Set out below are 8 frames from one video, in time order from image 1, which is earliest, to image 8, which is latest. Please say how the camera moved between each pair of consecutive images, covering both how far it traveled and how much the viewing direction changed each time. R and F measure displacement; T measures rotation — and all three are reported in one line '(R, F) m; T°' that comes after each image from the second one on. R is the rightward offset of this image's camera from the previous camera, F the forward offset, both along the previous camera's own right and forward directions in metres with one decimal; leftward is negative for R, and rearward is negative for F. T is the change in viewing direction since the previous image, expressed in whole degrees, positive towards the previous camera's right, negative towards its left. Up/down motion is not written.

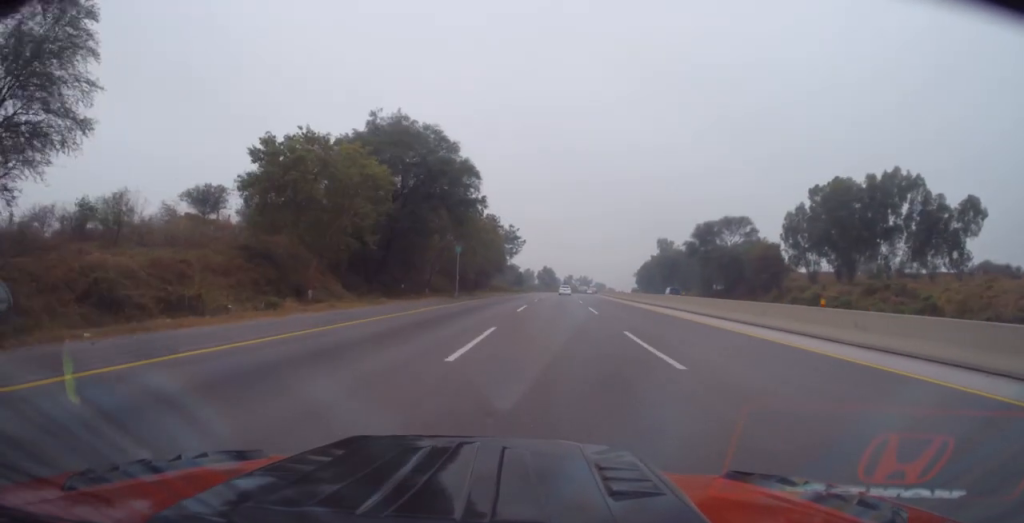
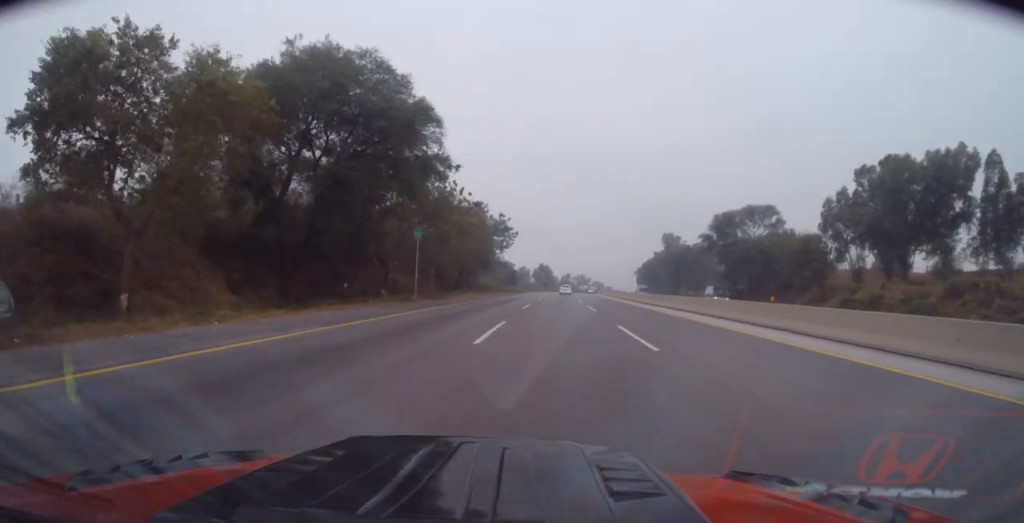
(+0.3, +15.3) m; +1°
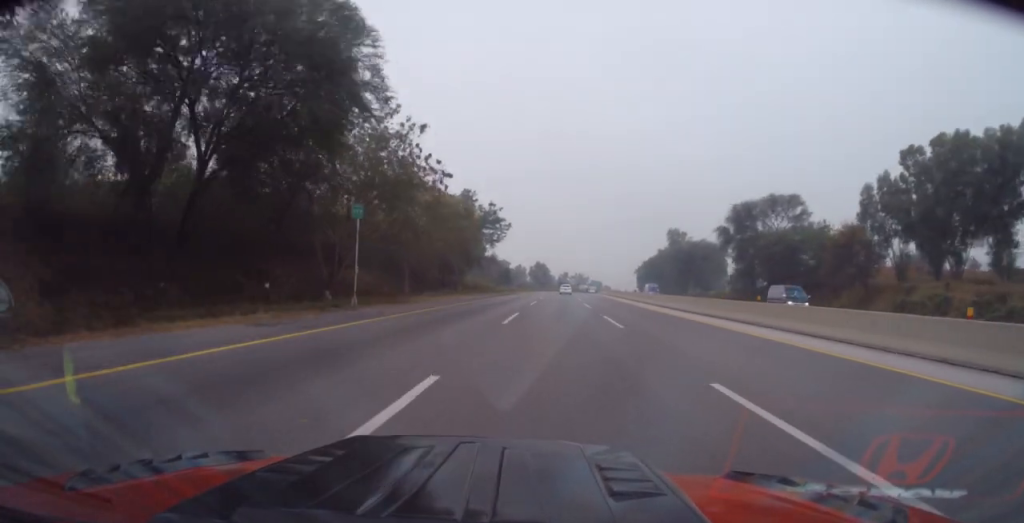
(+0.3, +11.5) m; 0°
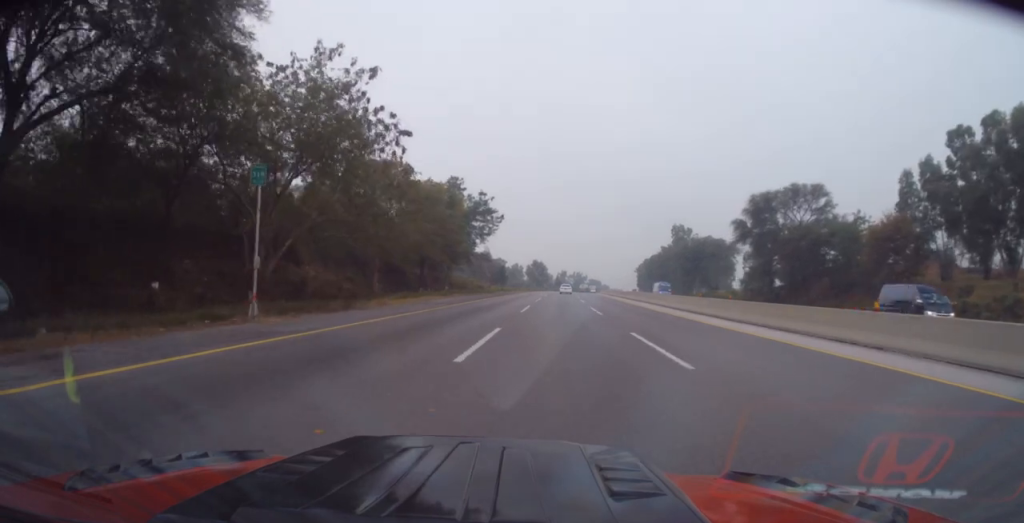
(-0.2, +9.2) m; 0°
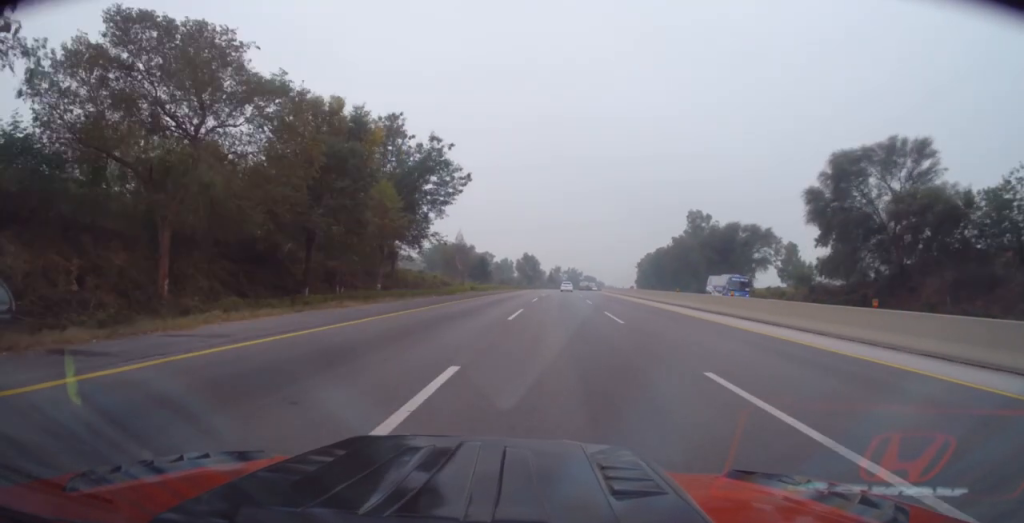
(-0.3, +26.0) m; 0°
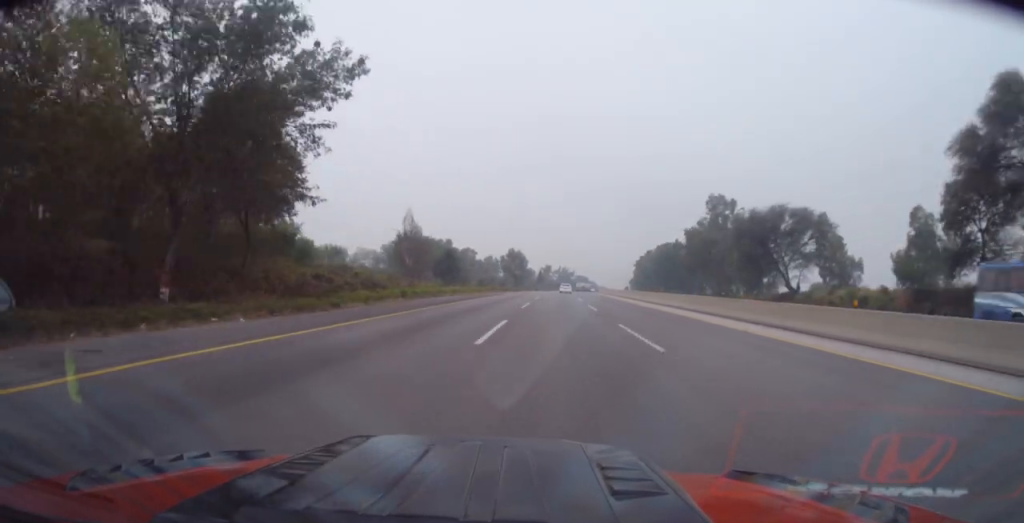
(+0.2, +25.3) m; +1°
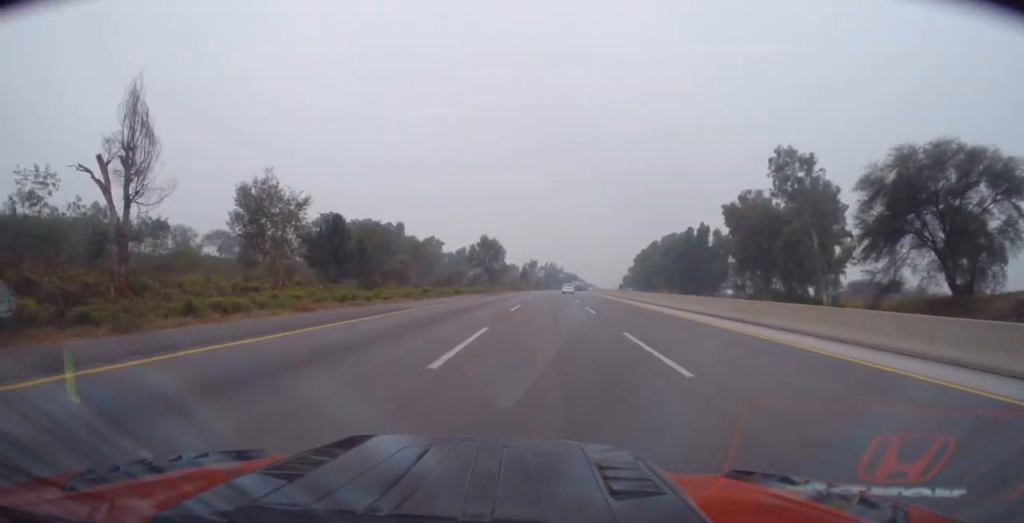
(+0.6, +39.2) m; +1°
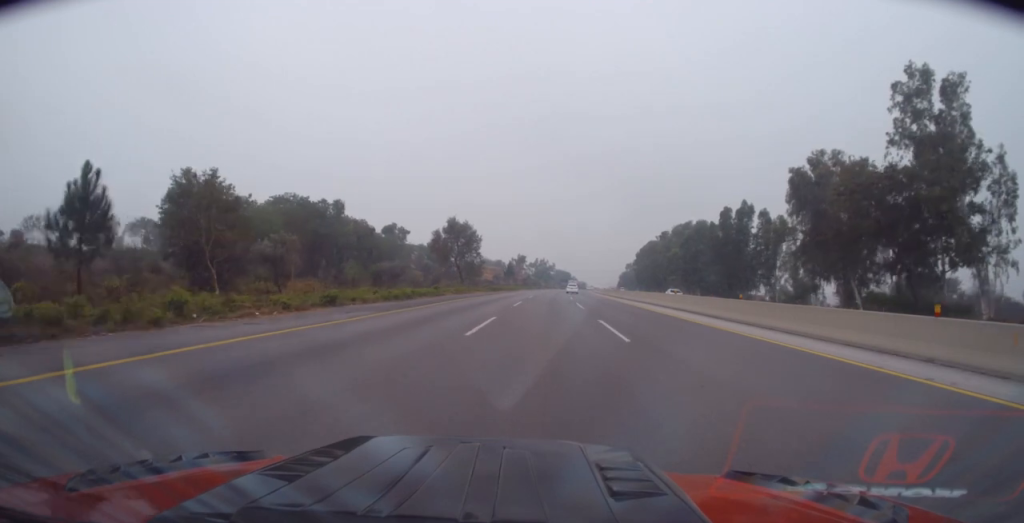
(0.0, +30.9) m; +1°
